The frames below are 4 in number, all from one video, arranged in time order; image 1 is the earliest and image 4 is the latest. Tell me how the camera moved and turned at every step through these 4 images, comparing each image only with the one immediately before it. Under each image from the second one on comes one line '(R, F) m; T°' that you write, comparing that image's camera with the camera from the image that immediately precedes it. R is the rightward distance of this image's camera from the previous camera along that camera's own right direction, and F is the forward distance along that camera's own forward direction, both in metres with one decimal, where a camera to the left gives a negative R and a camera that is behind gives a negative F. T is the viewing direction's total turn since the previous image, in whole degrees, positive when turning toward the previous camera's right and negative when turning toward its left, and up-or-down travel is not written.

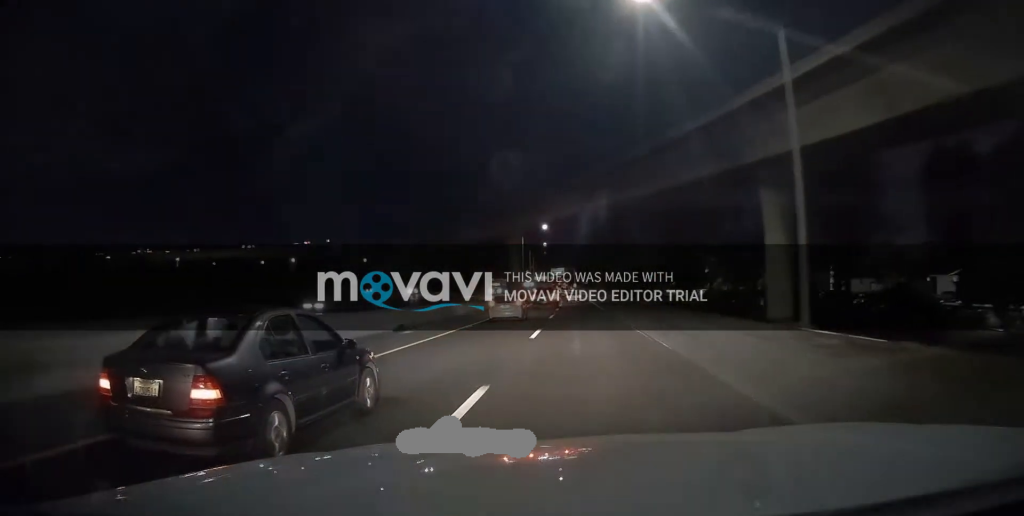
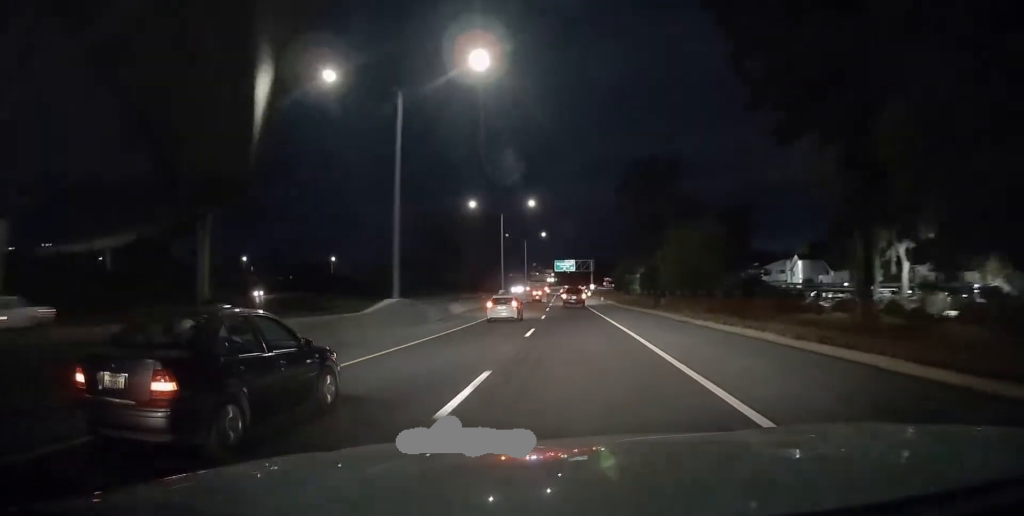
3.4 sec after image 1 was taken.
(-1.0, +87.5) m; -1°
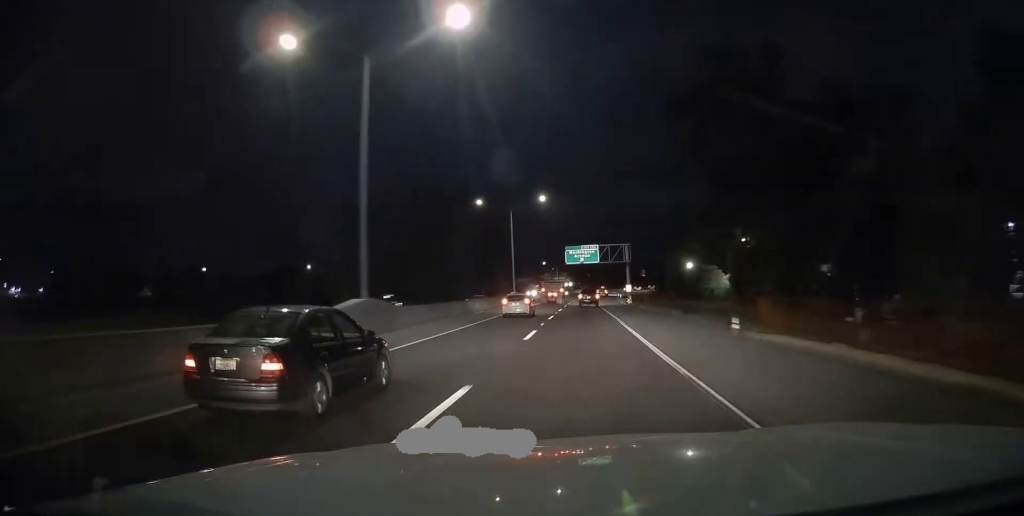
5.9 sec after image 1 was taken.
(-1.0, +60.5) m; -2°
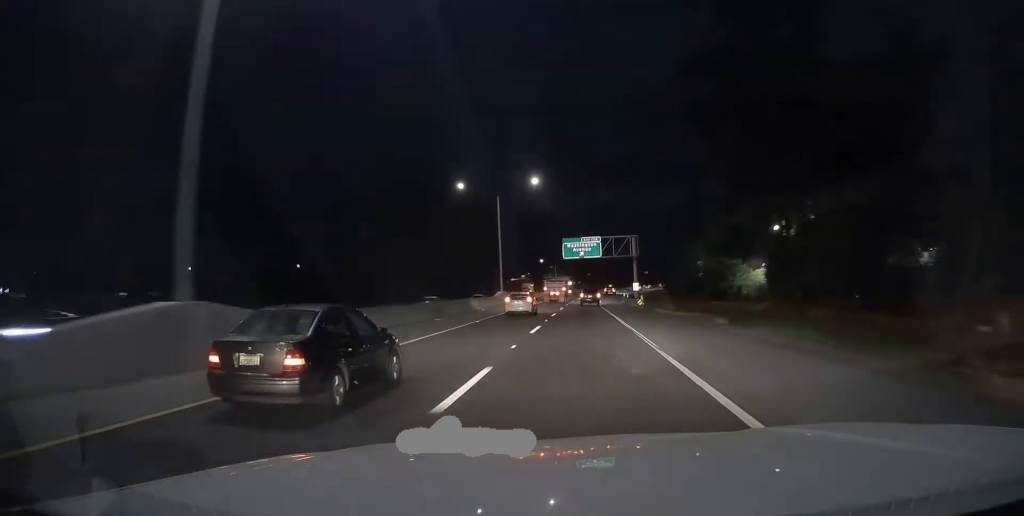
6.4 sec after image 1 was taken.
(0.0, +12.4) m; 0°
